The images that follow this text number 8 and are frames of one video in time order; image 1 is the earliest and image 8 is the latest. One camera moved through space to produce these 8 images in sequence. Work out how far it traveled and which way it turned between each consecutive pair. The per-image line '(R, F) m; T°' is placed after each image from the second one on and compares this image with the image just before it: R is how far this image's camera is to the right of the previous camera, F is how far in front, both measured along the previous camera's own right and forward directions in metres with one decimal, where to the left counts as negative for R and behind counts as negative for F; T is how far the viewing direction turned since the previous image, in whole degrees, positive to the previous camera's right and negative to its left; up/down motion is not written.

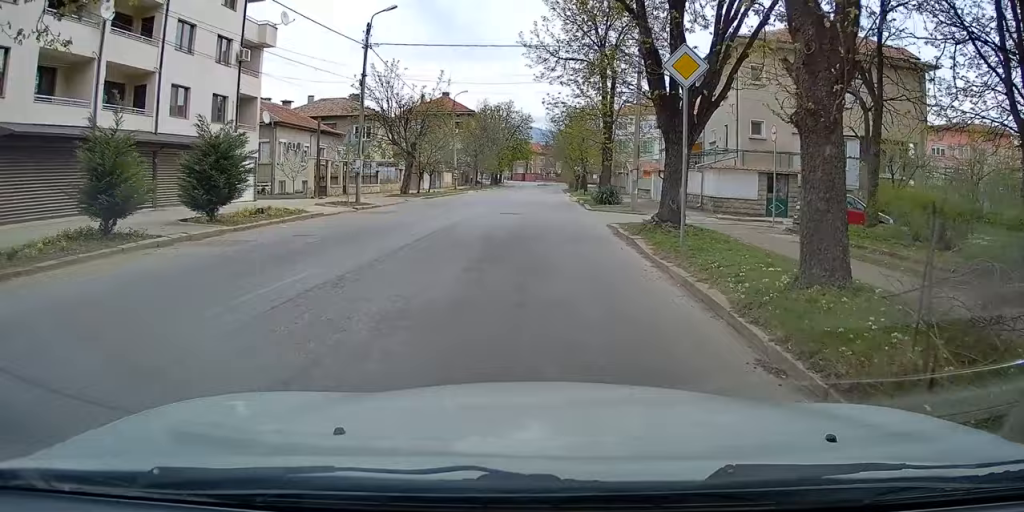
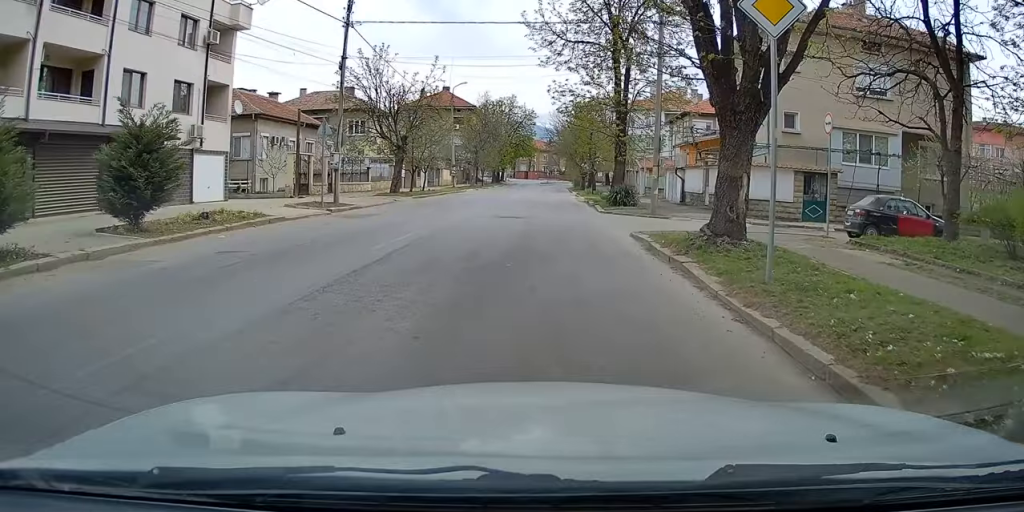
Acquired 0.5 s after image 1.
(0.0, +3.6) m; -1°
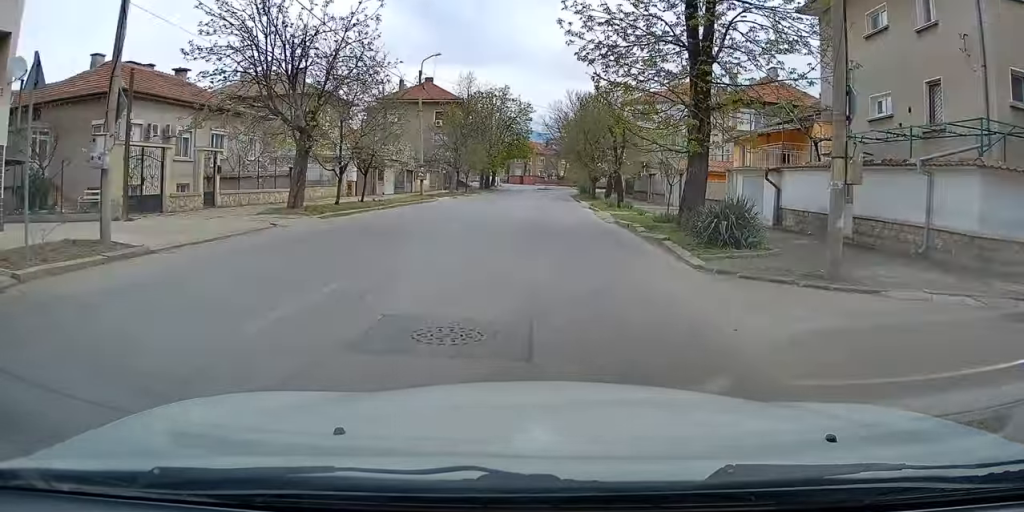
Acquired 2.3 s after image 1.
(-0.1, +15.3) m; 0°
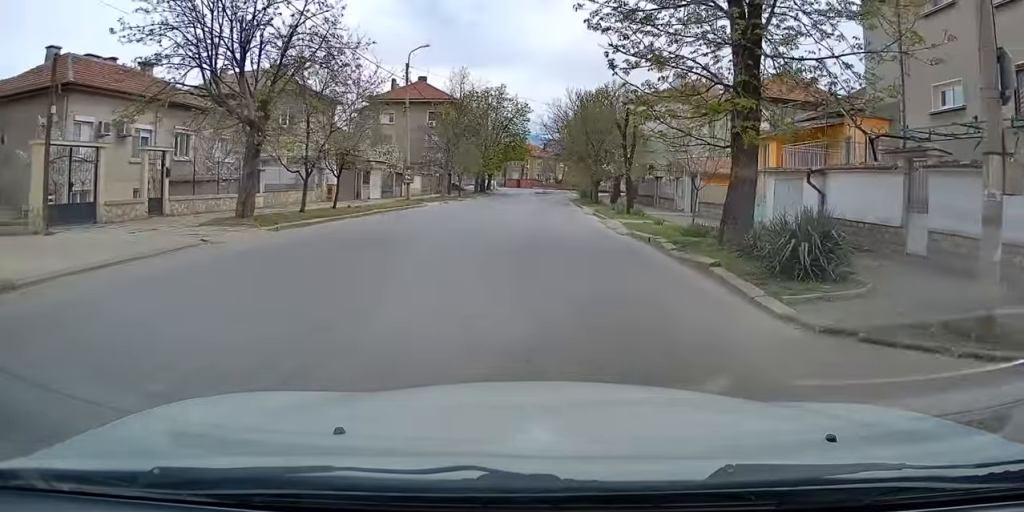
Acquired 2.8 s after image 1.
(0.0, +4.2) m; 0°
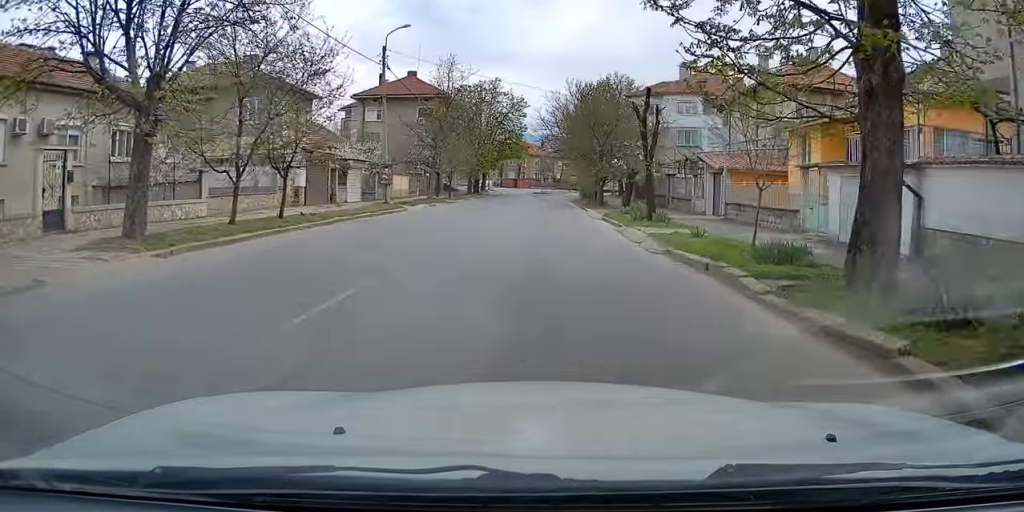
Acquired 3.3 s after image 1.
(-0.1, +5.6) m; +1°
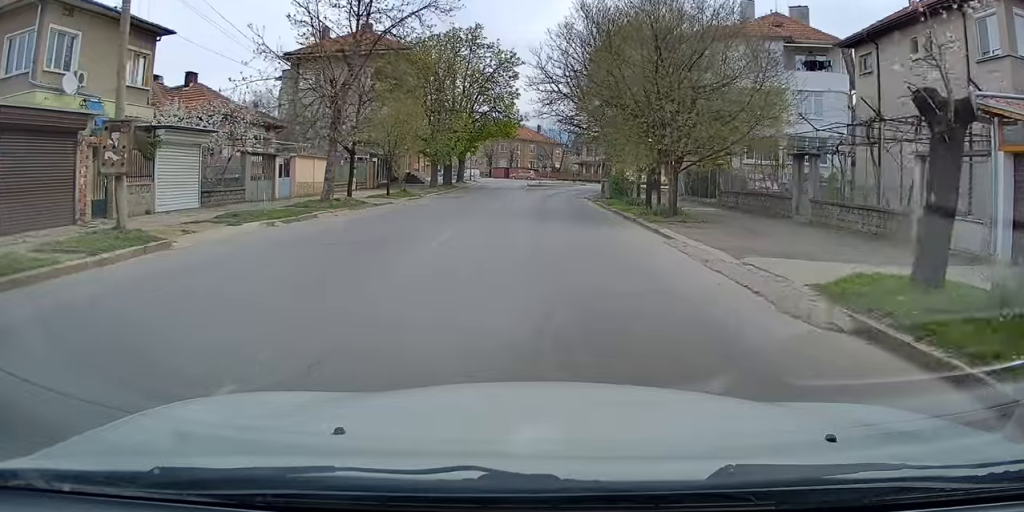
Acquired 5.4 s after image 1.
(+1.7, +20.7) m; +8°
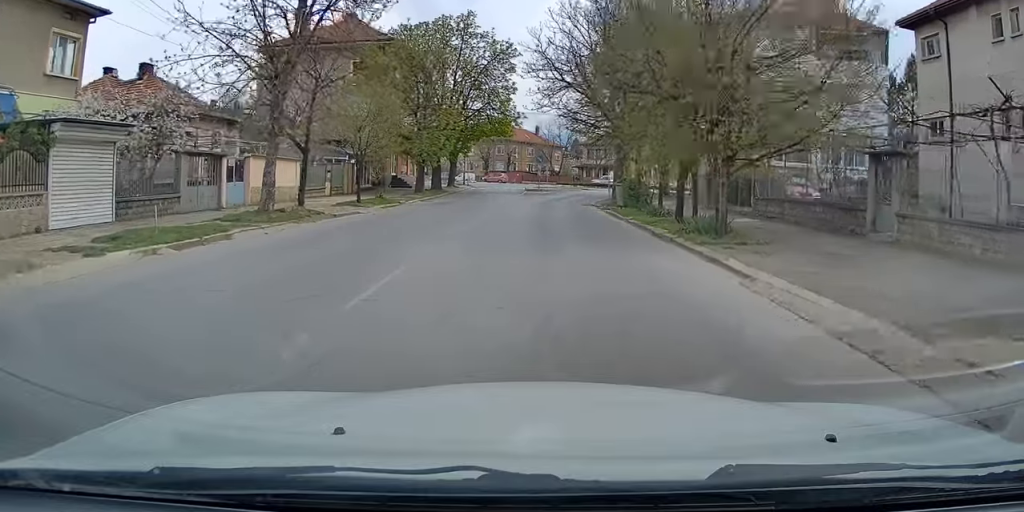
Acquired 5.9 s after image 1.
(0.0, +5.5) m; 0°
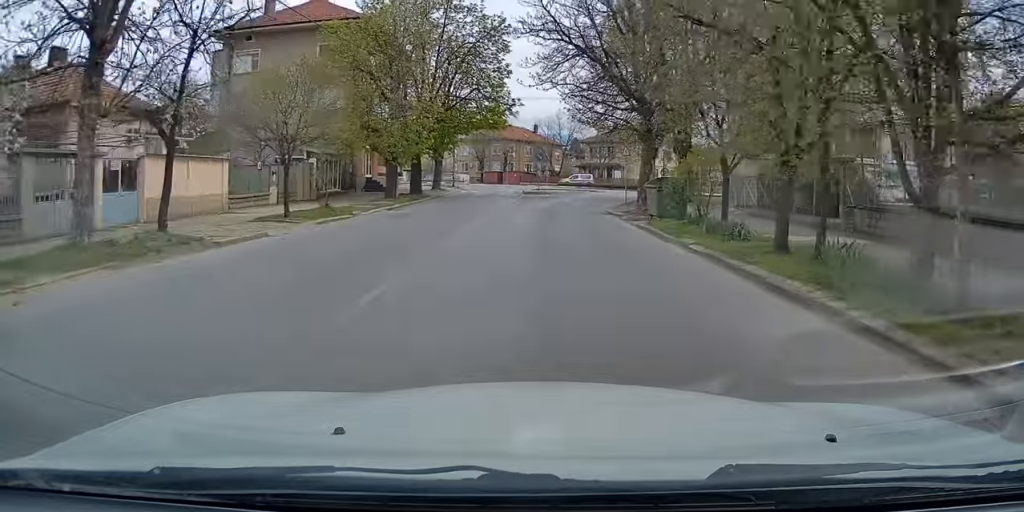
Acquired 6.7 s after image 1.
(0.0, +8.4) m; -1°
